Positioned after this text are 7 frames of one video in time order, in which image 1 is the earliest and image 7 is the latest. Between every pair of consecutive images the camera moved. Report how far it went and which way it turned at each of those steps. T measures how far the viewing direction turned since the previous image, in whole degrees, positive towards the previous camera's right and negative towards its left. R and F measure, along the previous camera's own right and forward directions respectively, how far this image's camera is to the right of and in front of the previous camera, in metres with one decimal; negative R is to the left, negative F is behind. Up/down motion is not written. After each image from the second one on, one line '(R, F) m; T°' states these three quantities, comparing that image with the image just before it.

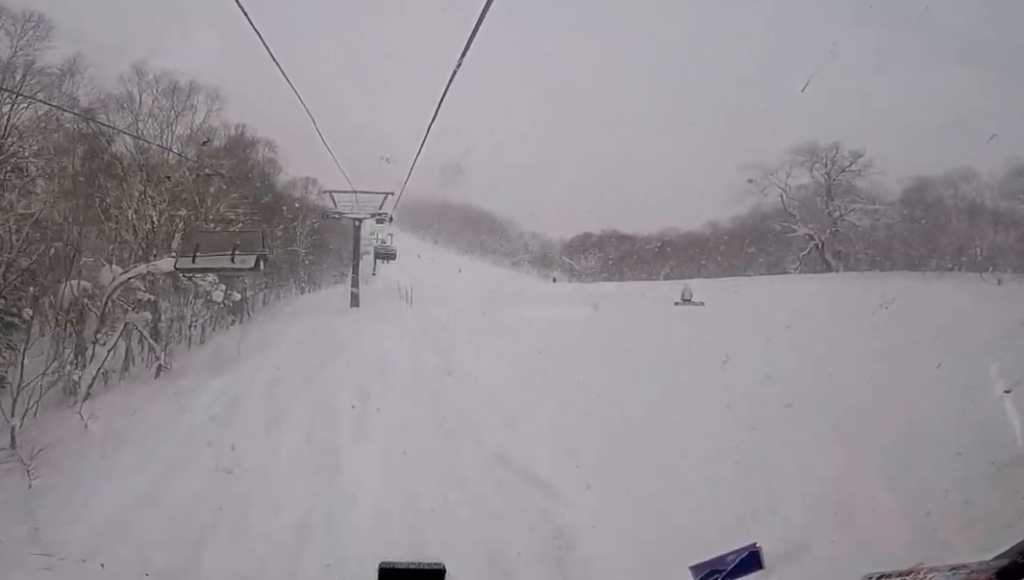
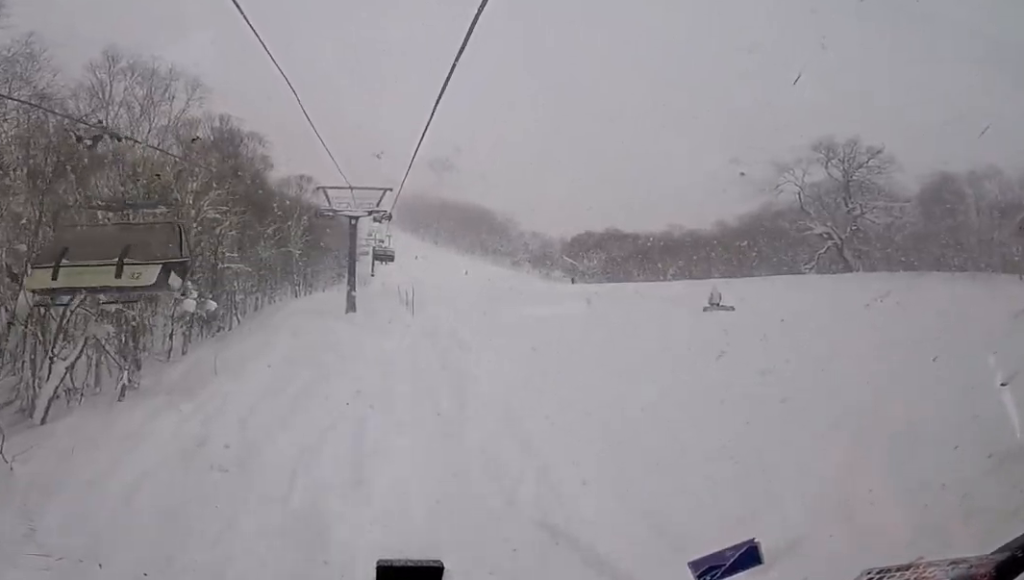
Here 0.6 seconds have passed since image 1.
(0.0, +2.5) m; +4°
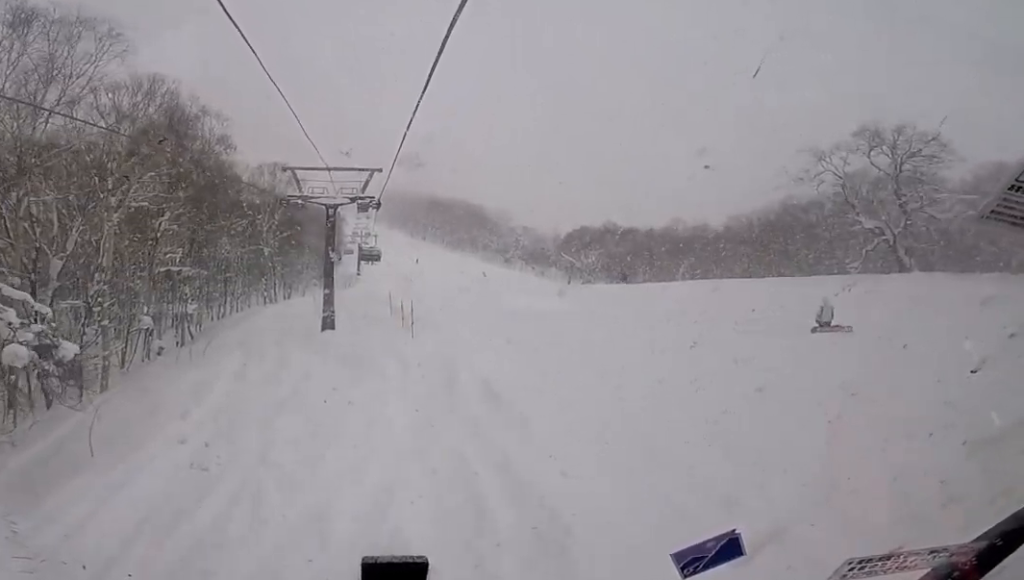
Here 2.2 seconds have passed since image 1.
(+0.7, +7.1) m; +3°
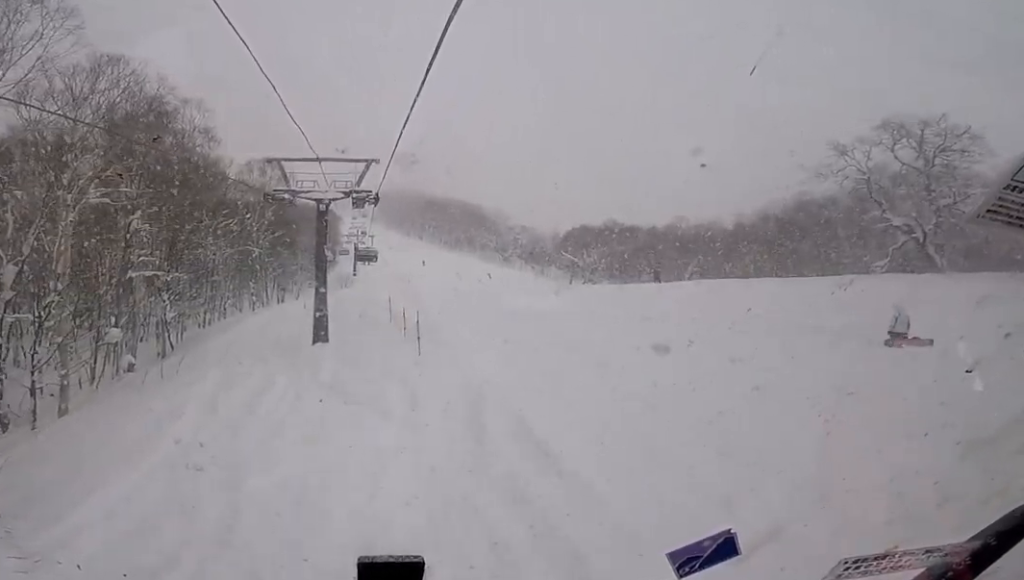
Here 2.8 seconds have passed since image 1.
(-0.4, +2.8) m; -6°
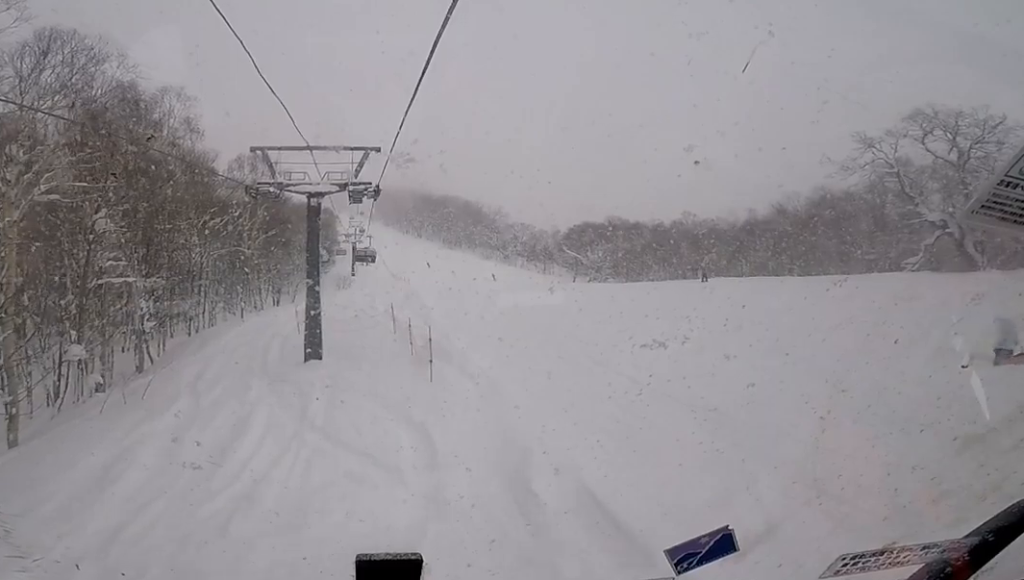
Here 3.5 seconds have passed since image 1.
(-0.1, +2.9) m; +3°
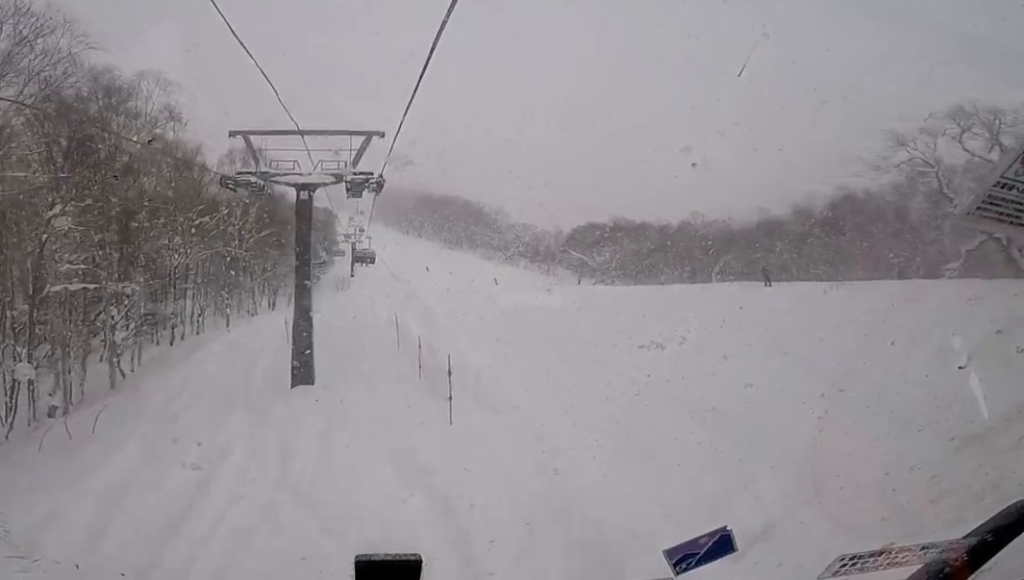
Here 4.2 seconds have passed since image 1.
(0.0, +3.0) m; +5°
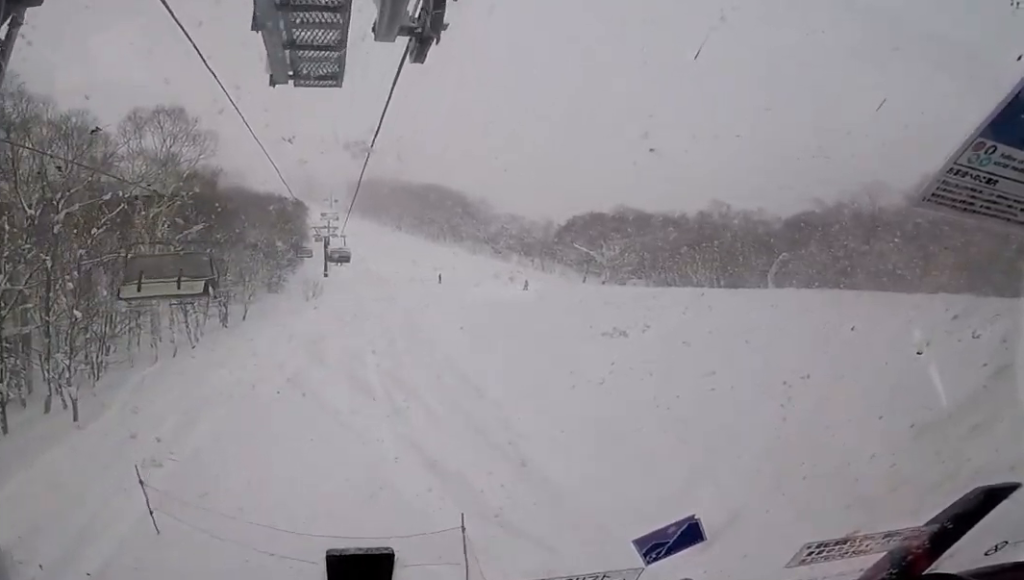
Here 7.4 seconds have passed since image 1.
(+0.3, +14.1) m; -3°
